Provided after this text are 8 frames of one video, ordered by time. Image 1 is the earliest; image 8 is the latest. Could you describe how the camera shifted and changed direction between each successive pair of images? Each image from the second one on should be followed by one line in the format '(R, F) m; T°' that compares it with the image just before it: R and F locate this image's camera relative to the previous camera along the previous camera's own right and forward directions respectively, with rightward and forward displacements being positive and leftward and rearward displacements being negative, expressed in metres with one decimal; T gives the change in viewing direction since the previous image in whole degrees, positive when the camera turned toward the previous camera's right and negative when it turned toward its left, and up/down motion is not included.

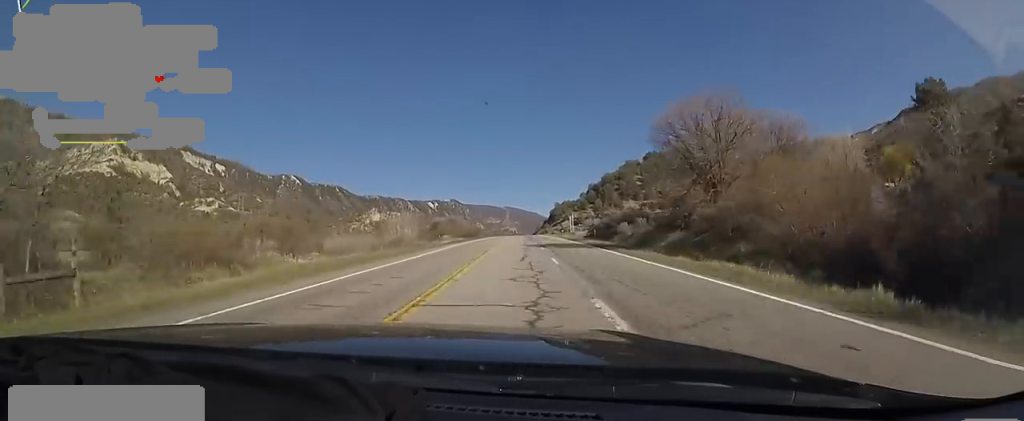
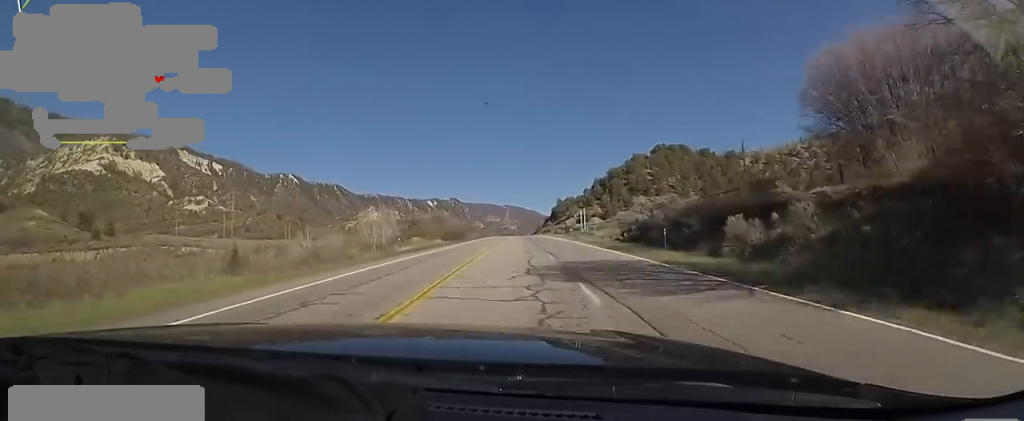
(+0.4, +22.5) m; +1°
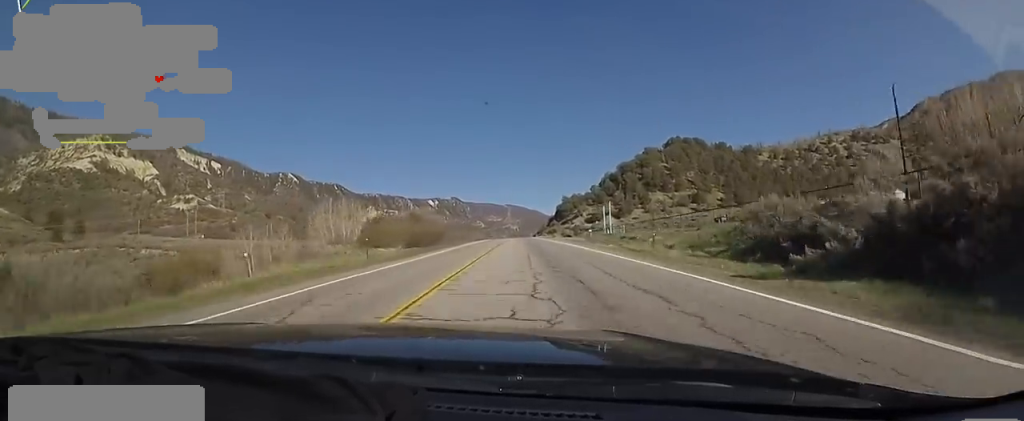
(+0.2, +26.2) m; 0°
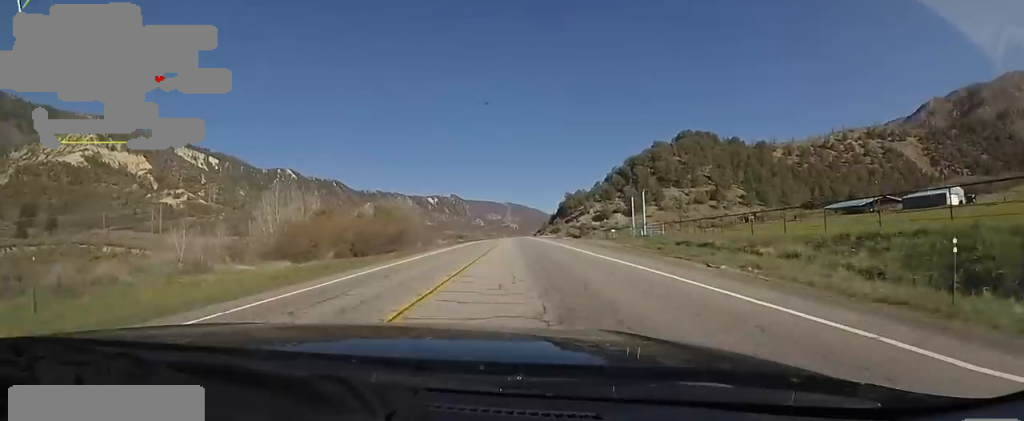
(-0.2, +19.5) m; 0°
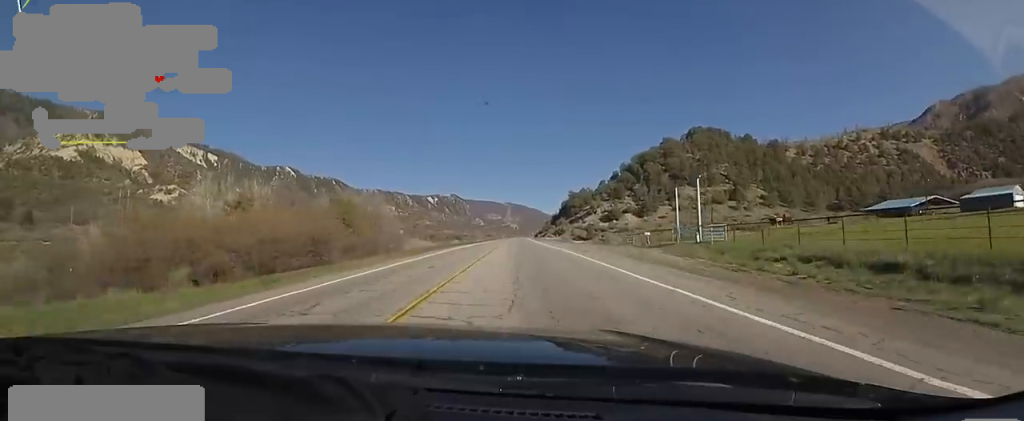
(0.0, +15.8) m; 0°
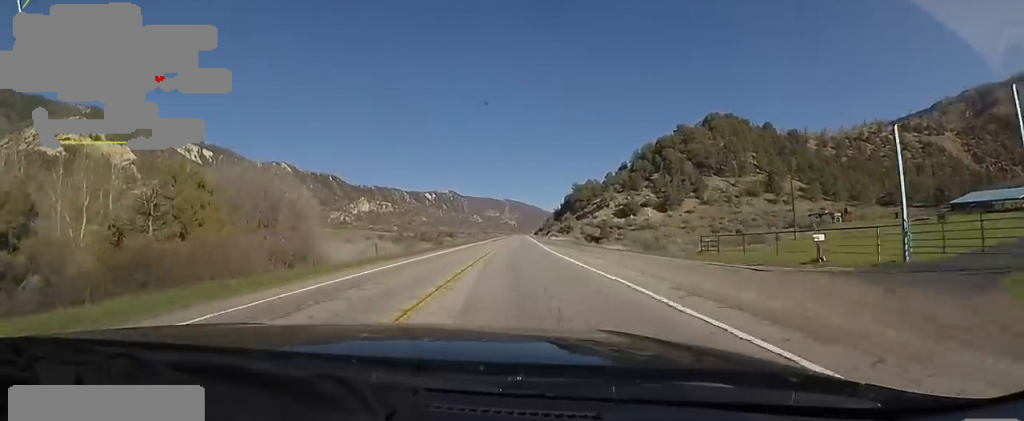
(0.0, +25.2) m; 0°
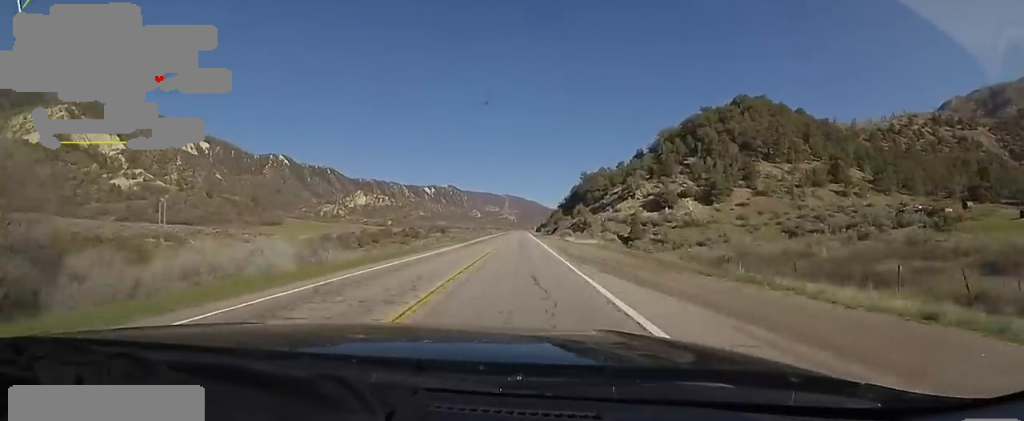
(+0.1, +30.3) m; 0°
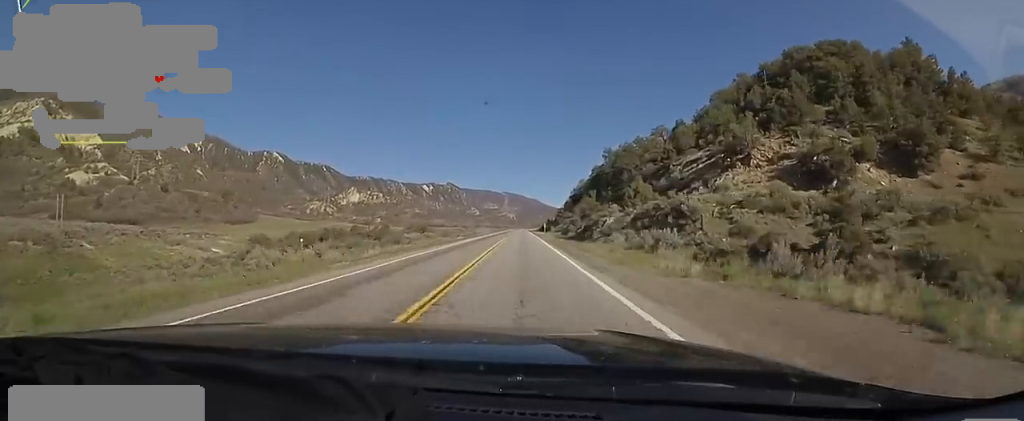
(-0.3, +53.0) m; -2°
